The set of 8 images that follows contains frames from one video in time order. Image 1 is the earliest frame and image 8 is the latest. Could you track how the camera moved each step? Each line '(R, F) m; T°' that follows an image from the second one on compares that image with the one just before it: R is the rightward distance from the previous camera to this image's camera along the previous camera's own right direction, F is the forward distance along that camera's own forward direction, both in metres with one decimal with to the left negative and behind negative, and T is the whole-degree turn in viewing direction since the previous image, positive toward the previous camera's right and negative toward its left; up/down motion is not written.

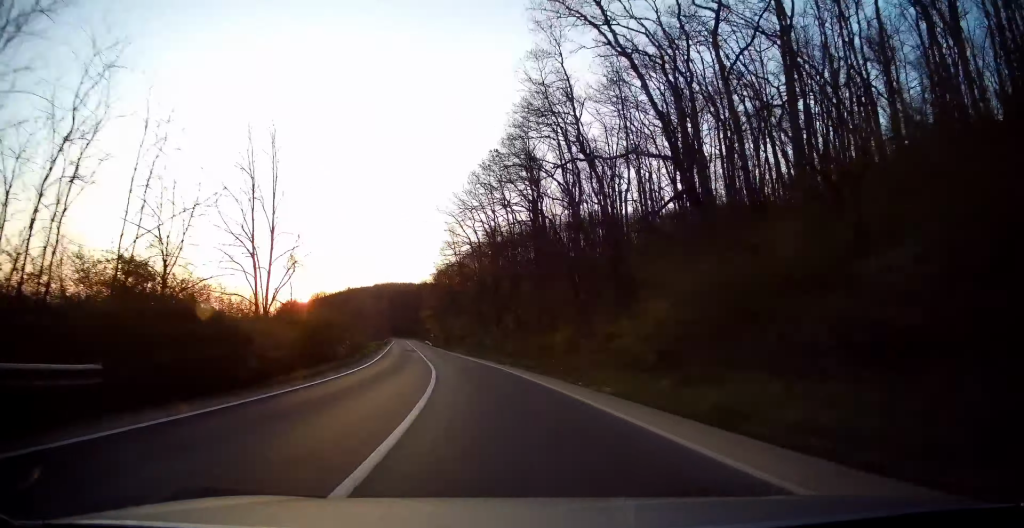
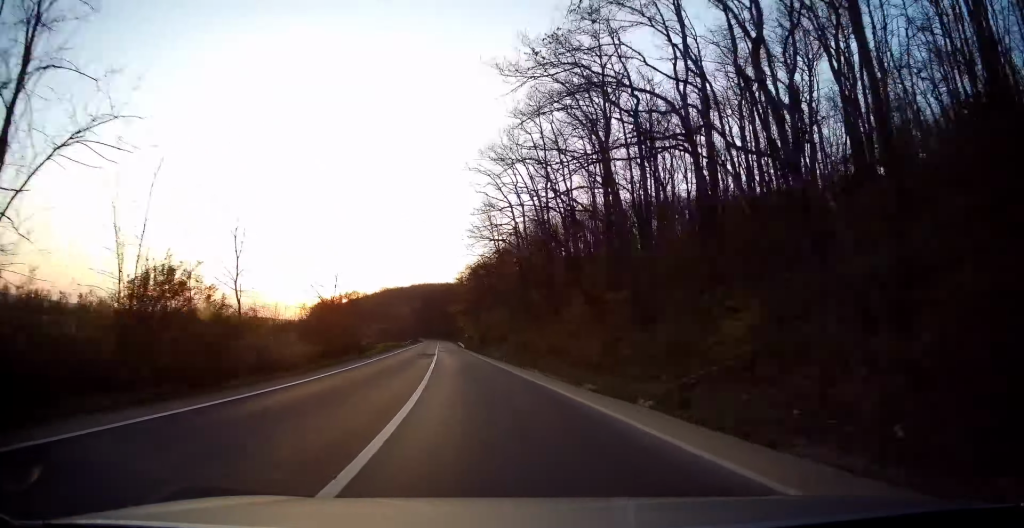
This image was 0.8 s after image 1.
(-0.4, +19.1) m; -3°
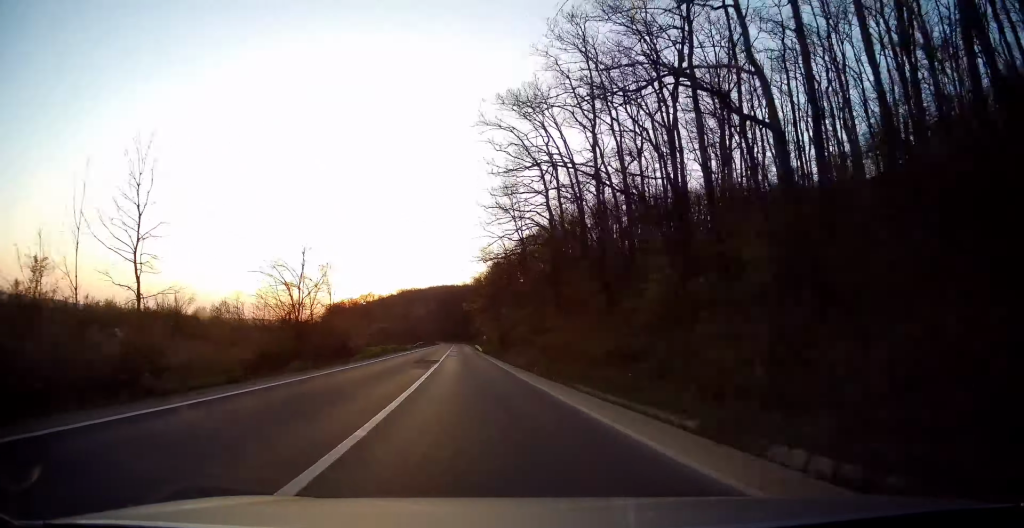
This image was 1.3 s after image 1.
(-0.3, +12.6) m; -2°
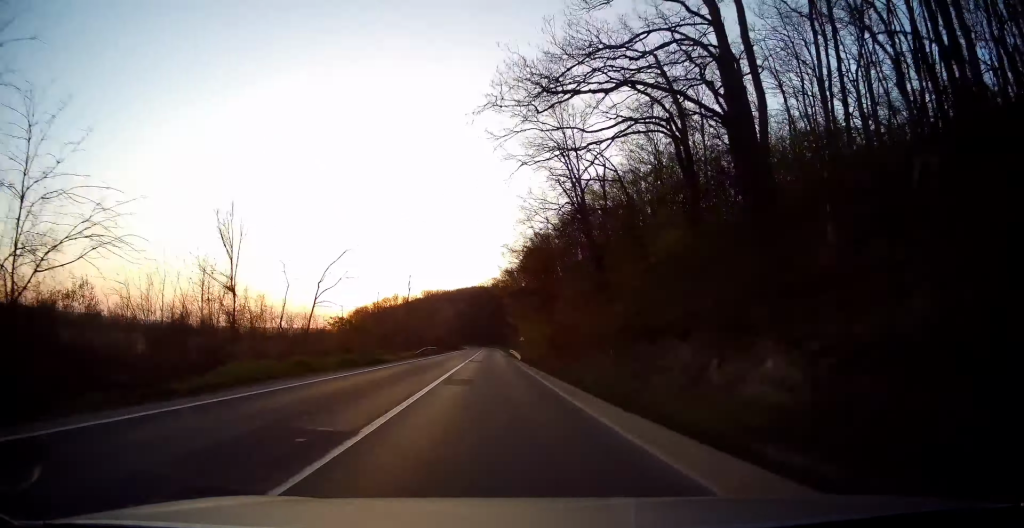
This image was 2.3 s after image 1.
(-1.1, +27.3) m; -4°
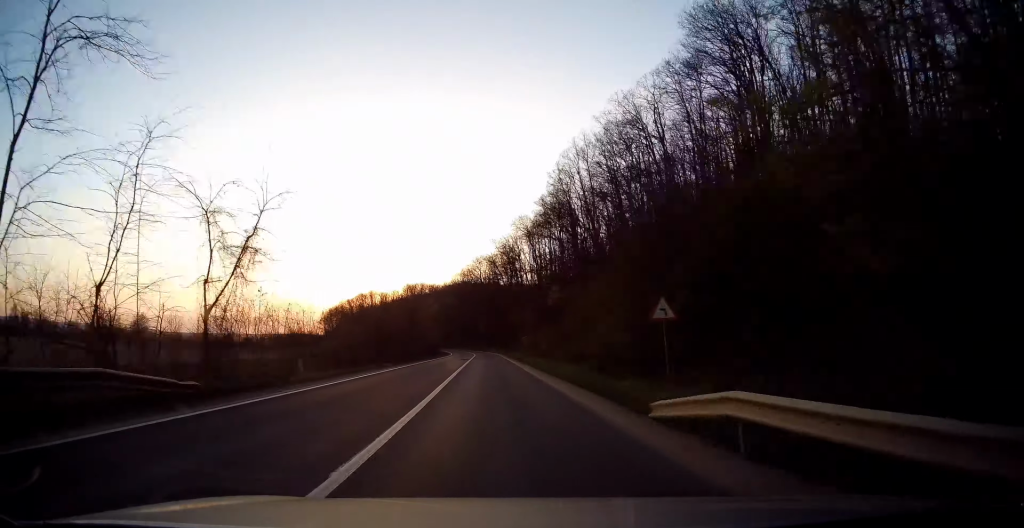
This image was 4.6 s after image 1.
(-2.8, +59.9) m; -3°
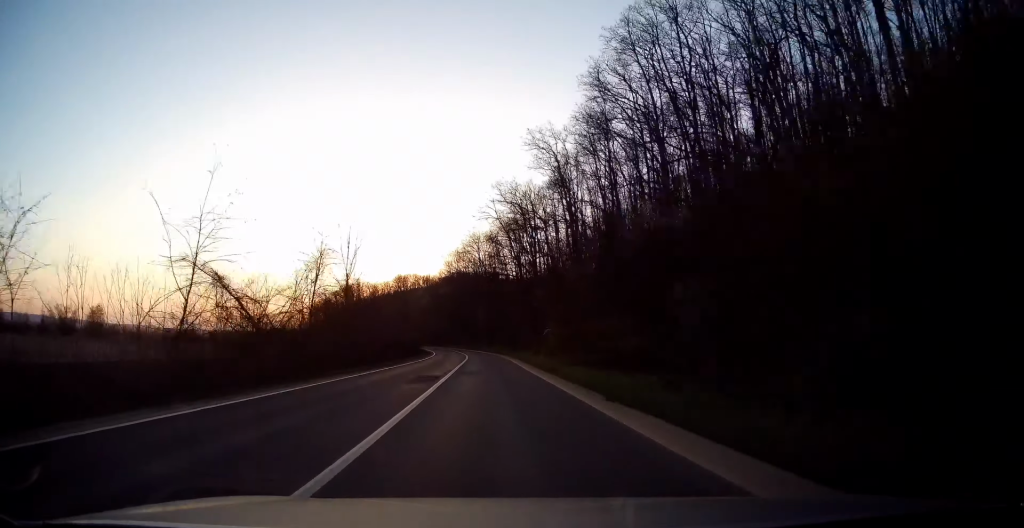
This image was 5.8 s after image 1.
(+0.3, +33.1) m; +1°
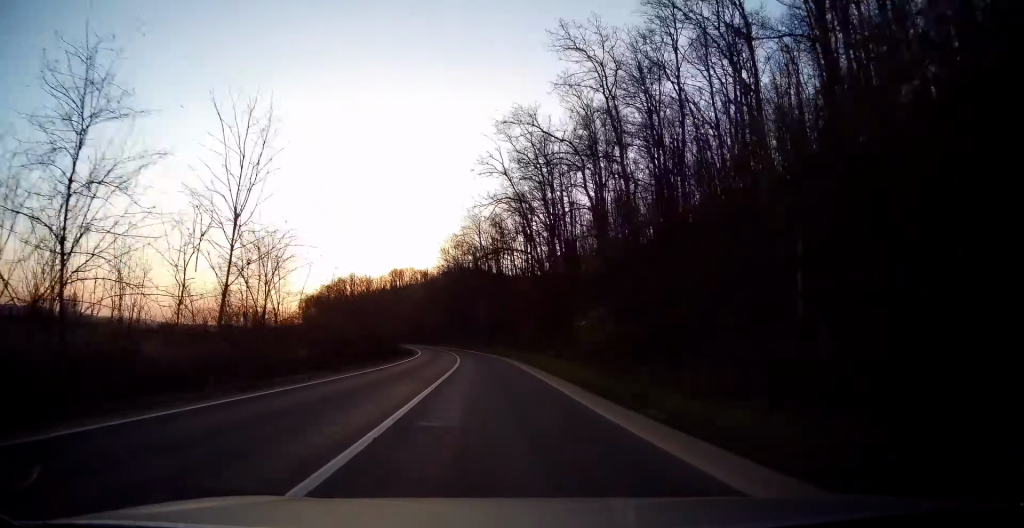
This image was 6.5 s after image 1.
(0.0, +17.7) m; 0°
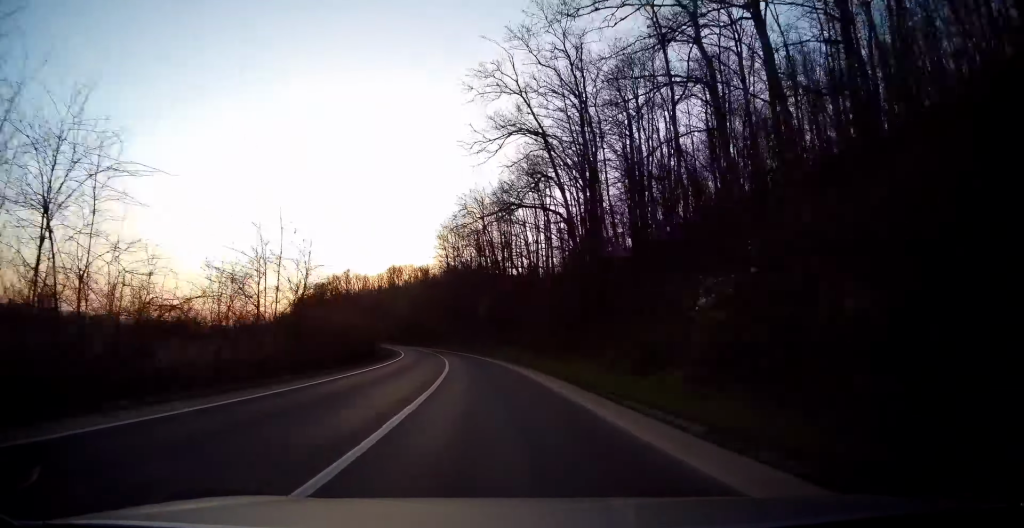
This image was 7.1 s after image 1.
(-0.1, +16.8) m; -1°
